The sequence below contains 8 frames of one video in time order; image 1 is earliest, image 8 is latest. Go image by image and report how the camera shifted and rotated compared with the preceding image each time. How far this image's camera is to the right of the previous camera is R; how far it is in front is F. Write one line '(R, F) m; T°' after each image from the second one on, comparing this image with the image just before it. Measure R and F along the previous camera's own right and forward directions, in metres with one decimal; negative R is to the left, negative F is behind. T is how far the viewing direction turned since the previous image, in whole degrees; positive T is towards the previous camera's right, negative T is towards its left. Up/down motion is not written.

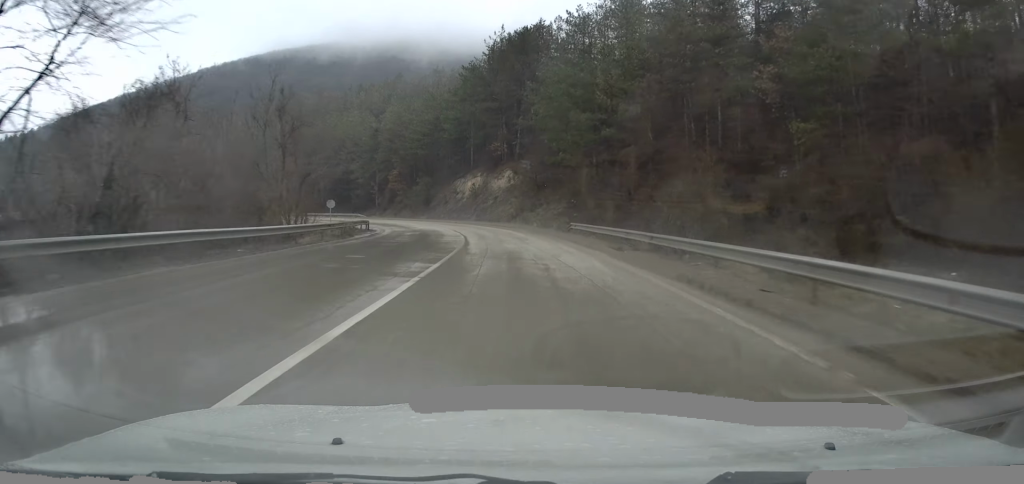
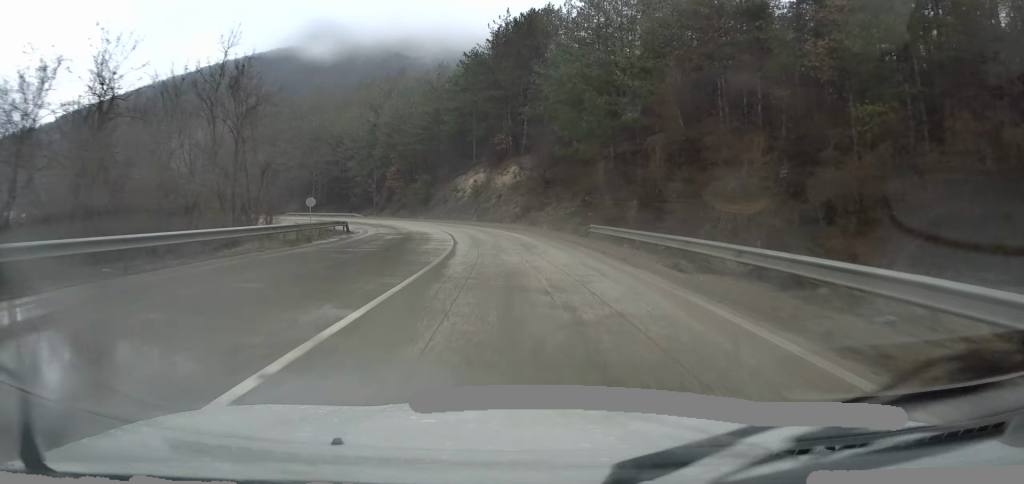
(+0.2, +7.0) m; 0°
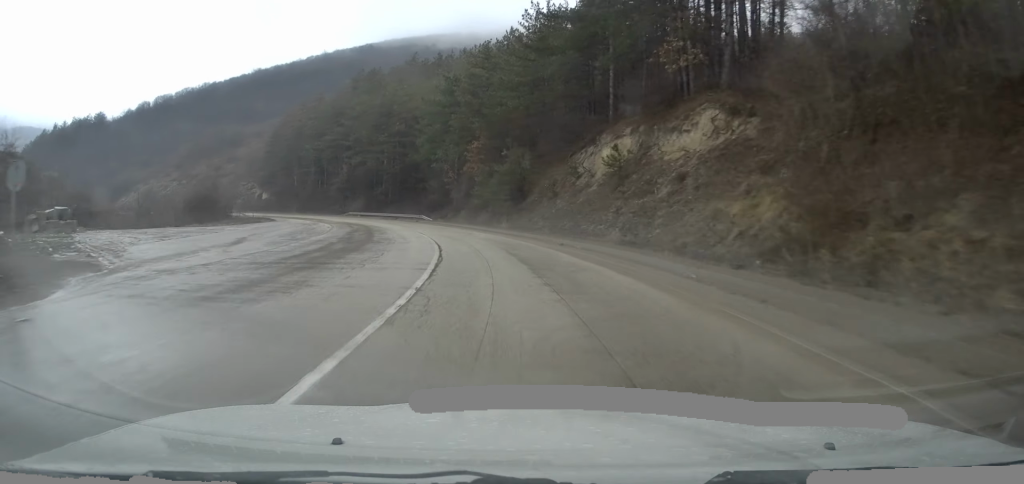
(-1.7, +37.7) m; -8°
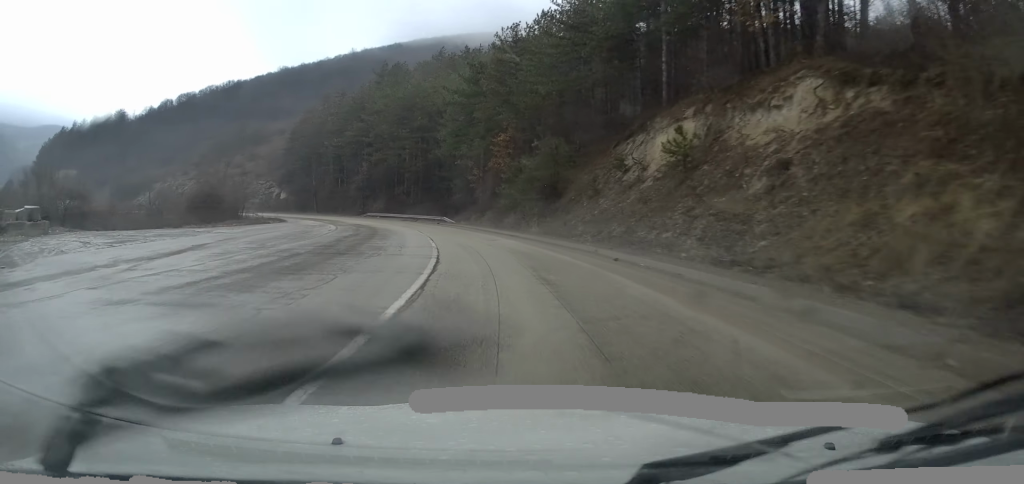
(-0.3, +7.1) m; -3°
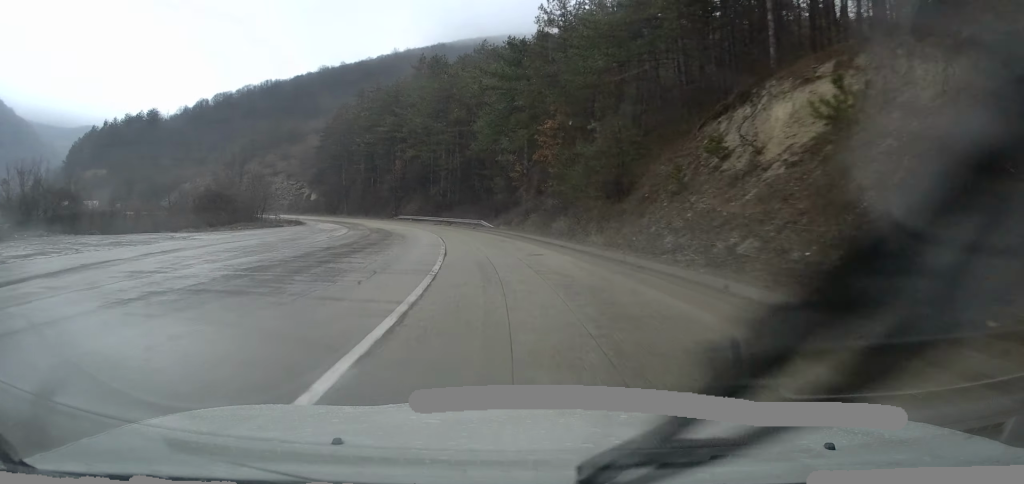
(0.0, +9.3) m; -4°
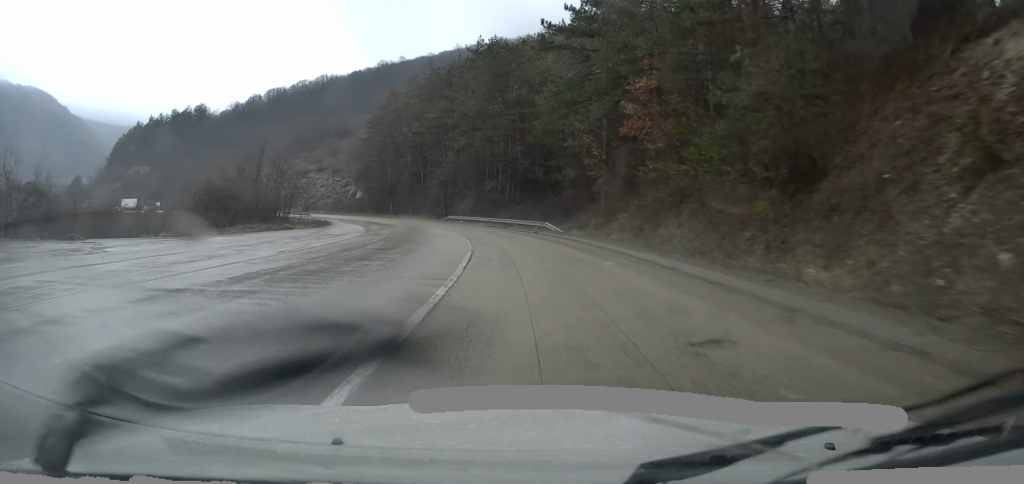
(-1.0, +13.9) m; -6°
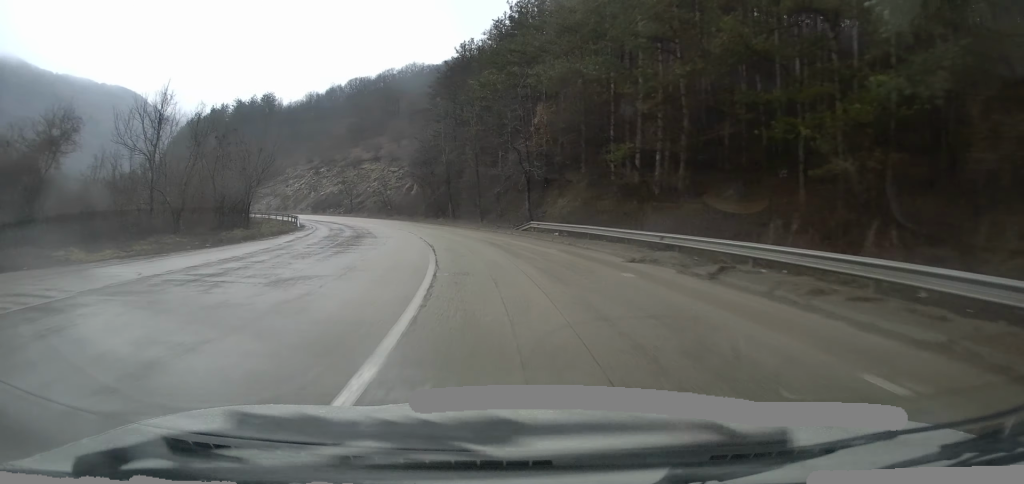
(-3.1, +35.4) m; -11°
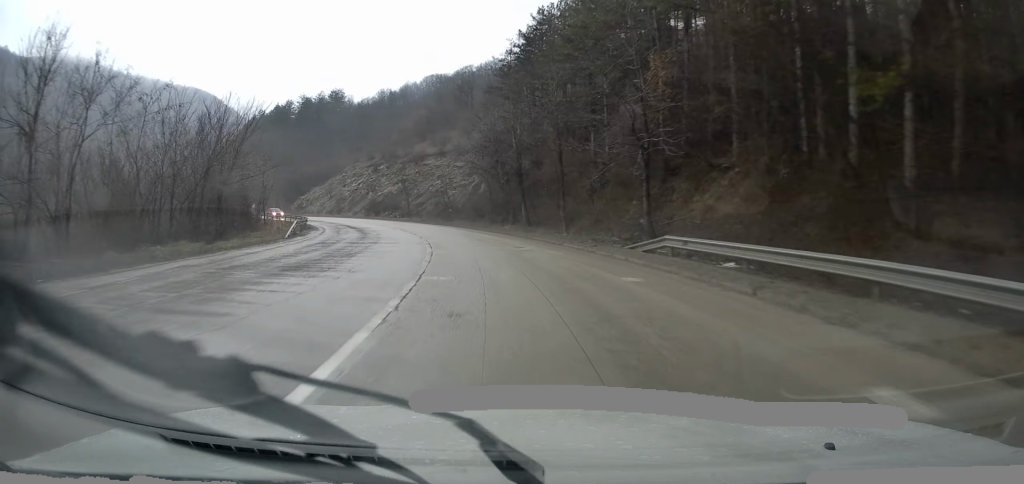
(-0.9, +15.9) m; -6°
